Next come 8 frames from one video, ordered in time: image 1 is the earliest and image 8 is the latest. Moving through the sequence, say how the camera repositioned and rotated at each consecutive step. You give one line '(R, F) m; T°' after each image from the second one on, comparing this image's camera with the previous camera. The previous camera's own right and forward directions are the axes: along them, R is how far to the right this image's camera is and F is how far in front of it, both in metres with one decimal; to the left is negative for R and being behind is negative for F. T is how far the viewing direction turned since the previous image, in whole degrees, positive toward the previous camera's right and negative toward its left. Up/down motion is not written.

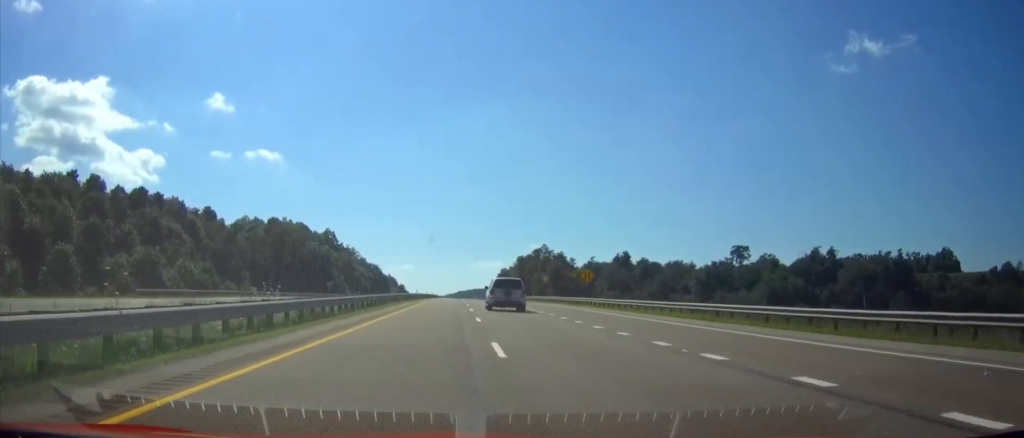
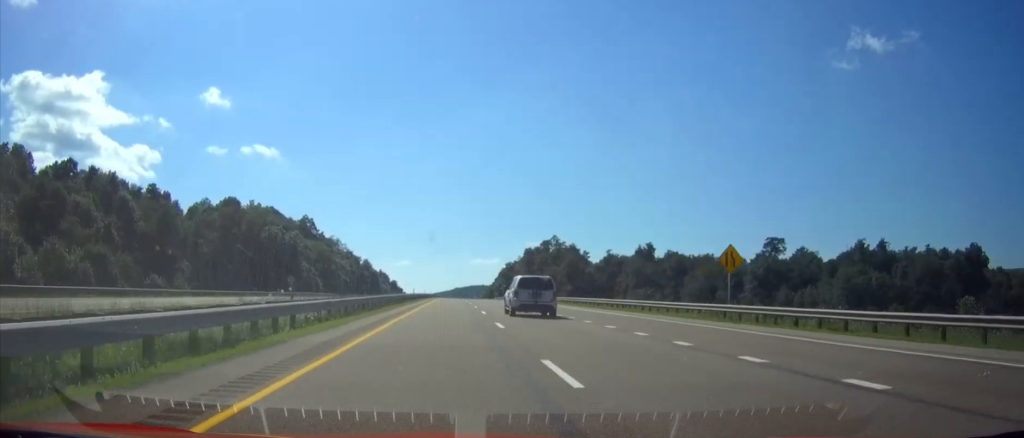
(0.0, +38.7) m; 0°
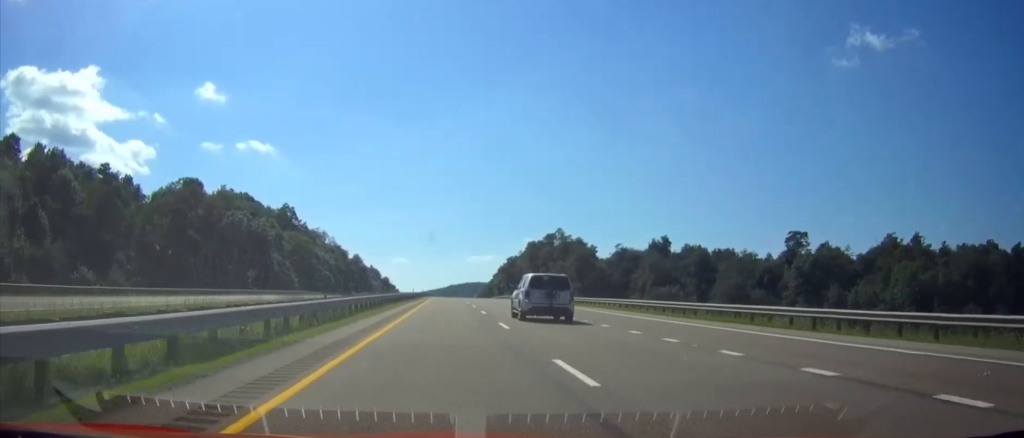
(0.0, +23.6) m; 0°
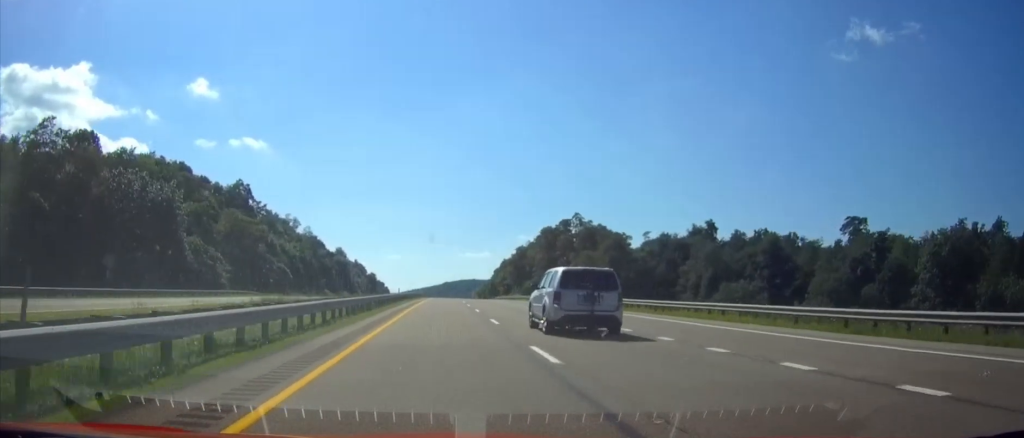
(0.0, +44.9) m; 0°
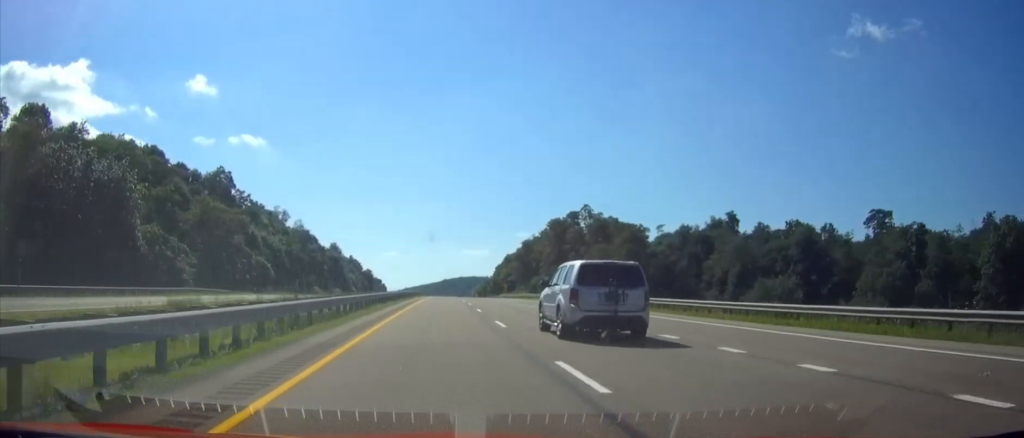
(0.0, +15.0) m; 0°
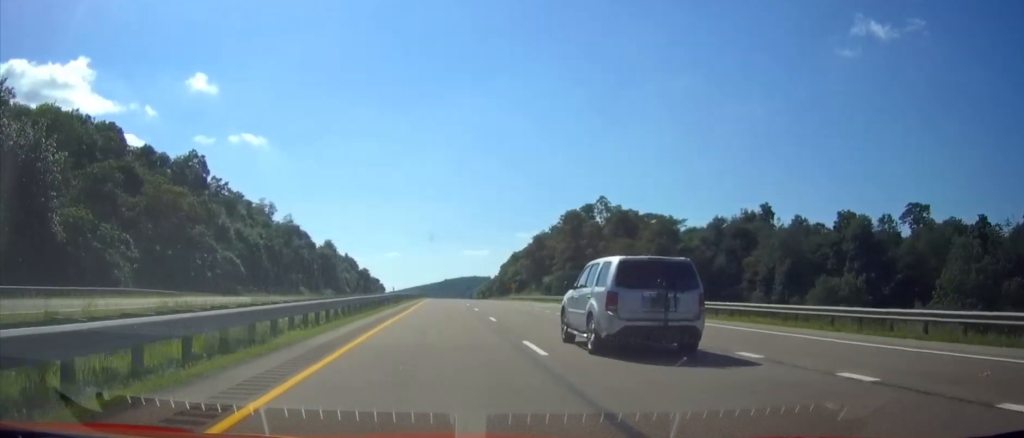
(0.0, +19.2) m; 0°
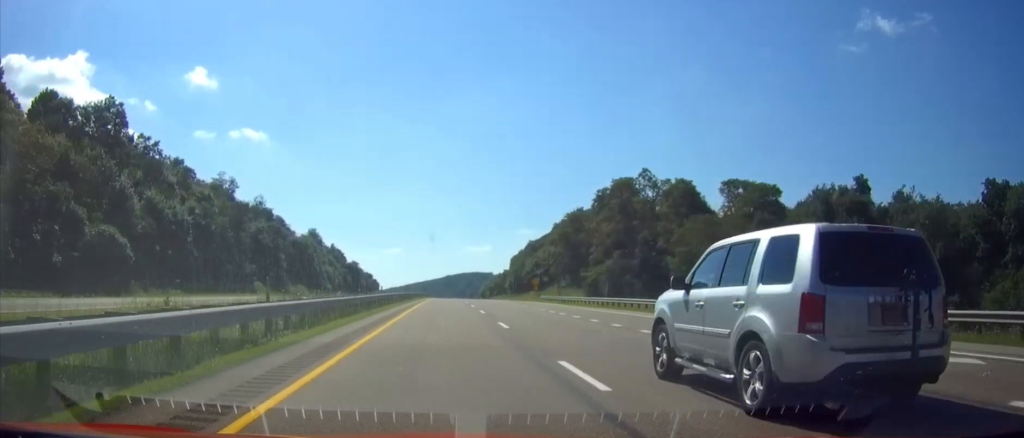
(0.0, +39.4) m; 0°
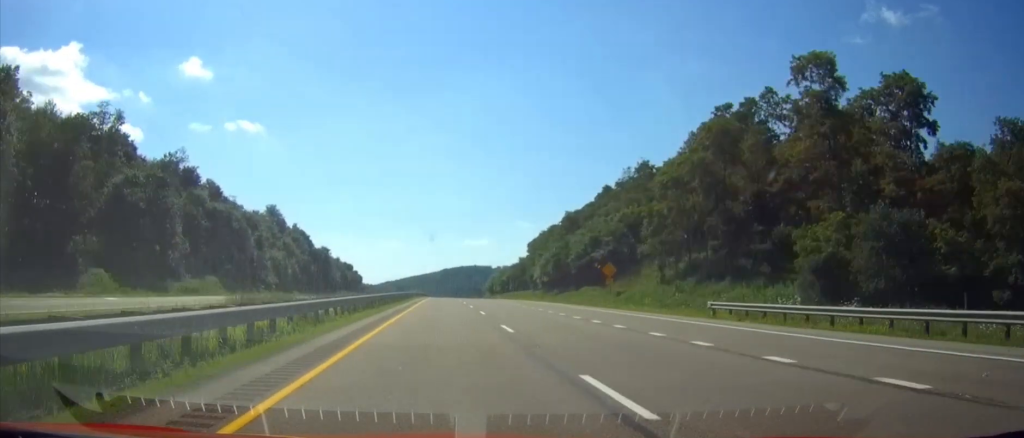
(0.0, +60.6) m; 0°
